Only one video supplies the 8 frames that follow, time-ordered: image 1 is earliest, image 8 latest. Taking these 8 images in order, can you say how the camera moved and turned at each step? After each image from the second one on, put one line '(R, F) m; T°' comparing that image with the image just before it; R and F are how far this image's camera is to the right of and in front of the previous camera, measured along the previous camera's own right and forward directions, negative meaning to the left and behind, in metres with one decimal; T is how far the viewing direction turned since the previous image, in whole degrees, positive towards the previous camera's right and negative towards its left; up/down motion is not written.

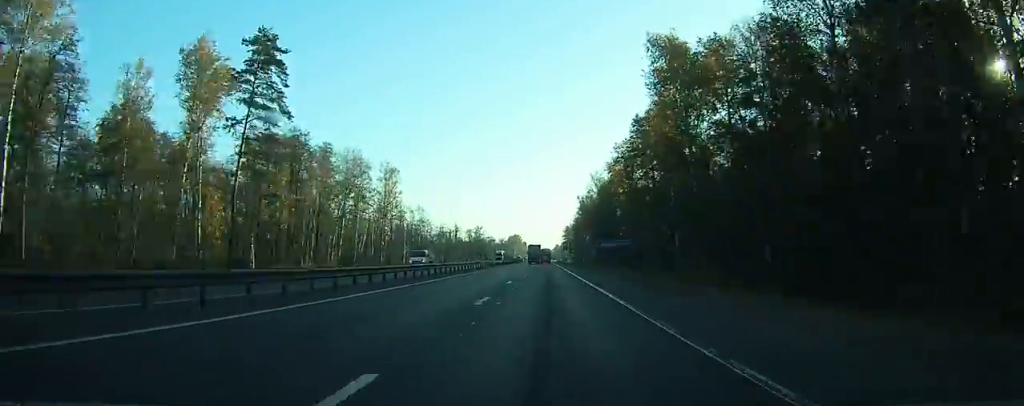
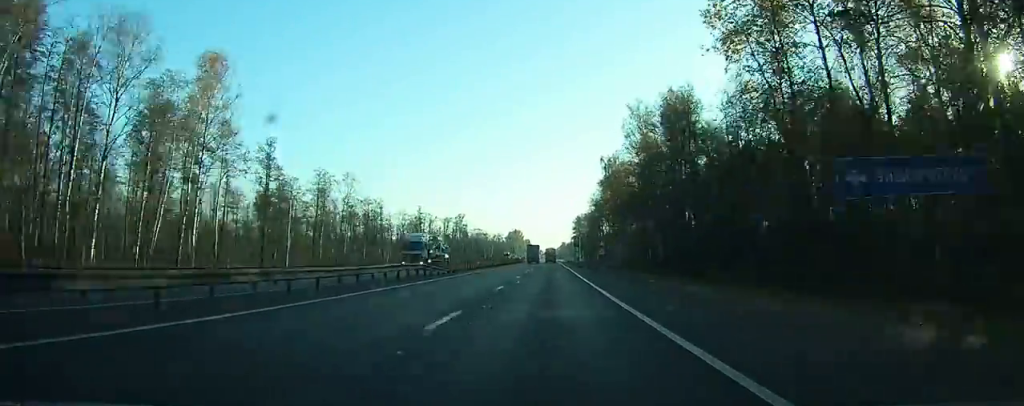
(0.0, +64.7) m; -1°
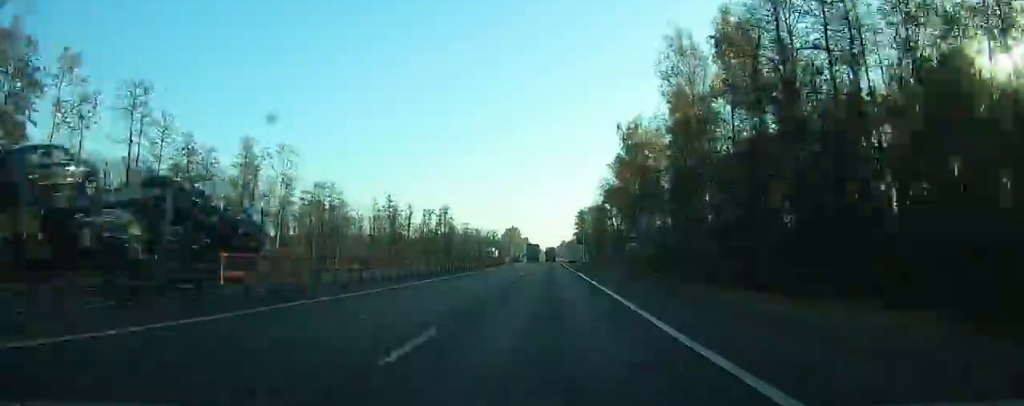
(-0.2, +27.2) m; 0°
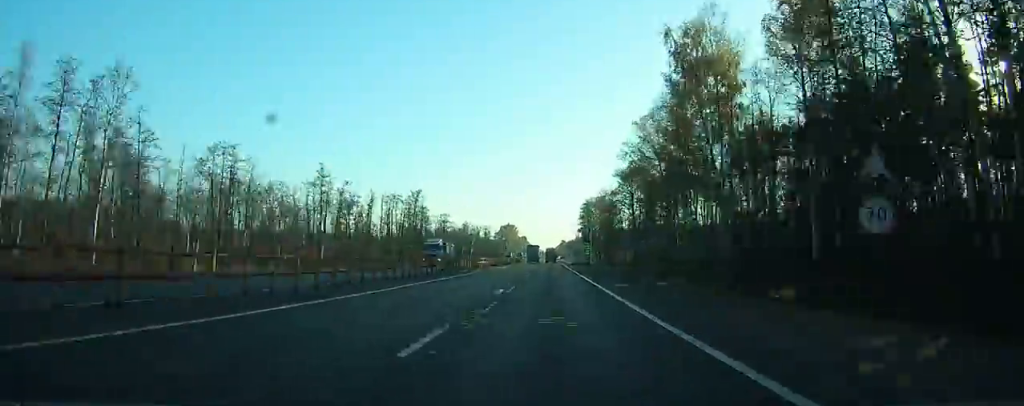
(0.0, +35.8) m; 0°
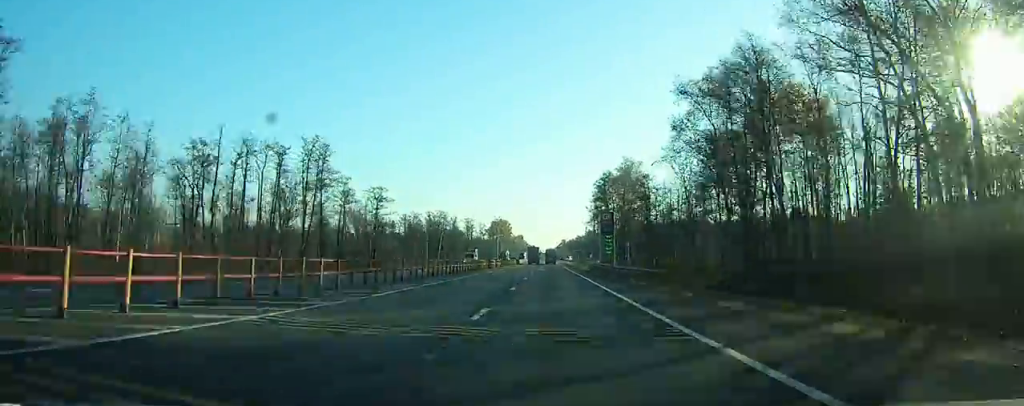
(+0.1, +55.8) m; 0°
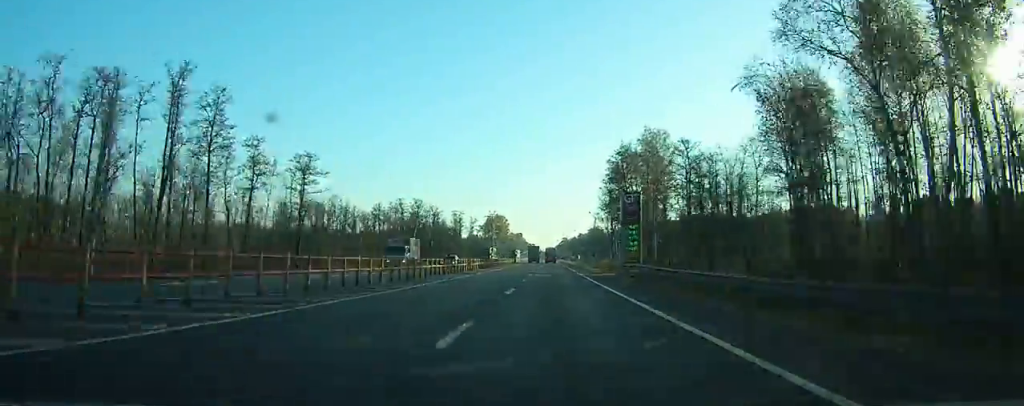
(0.0, +27.4) m; 0°
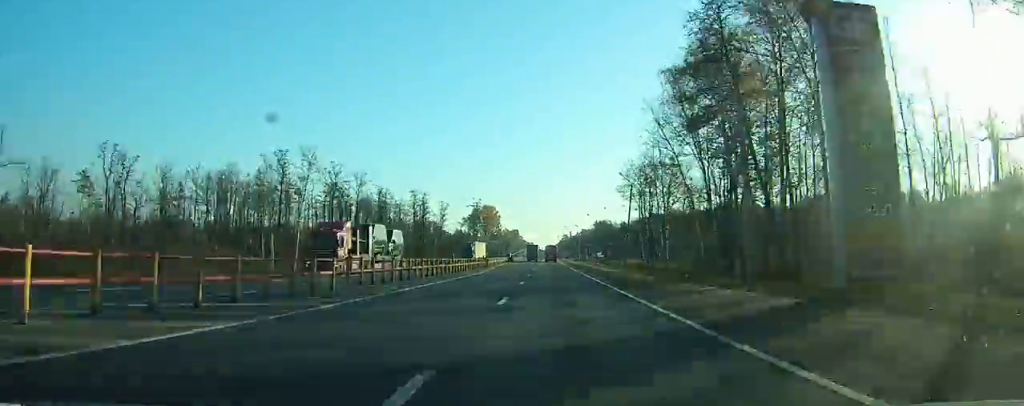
(-0.1, +52.2) m; 0°
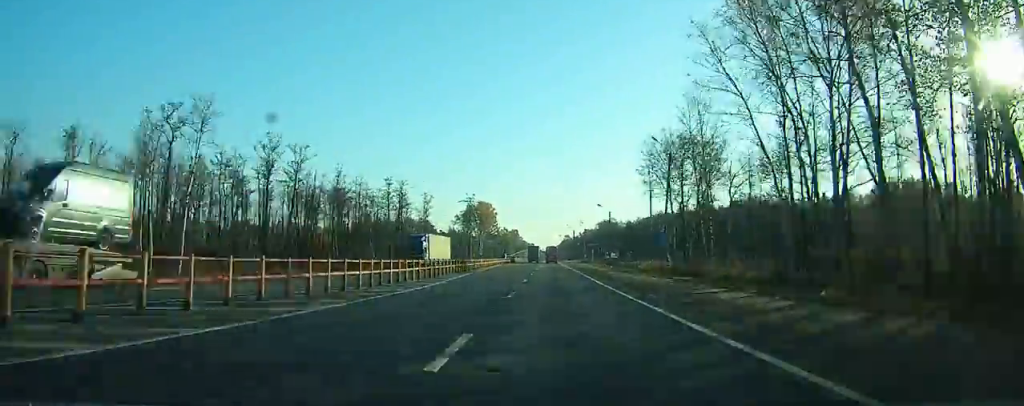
(0.0, +20.4) m; 0°
